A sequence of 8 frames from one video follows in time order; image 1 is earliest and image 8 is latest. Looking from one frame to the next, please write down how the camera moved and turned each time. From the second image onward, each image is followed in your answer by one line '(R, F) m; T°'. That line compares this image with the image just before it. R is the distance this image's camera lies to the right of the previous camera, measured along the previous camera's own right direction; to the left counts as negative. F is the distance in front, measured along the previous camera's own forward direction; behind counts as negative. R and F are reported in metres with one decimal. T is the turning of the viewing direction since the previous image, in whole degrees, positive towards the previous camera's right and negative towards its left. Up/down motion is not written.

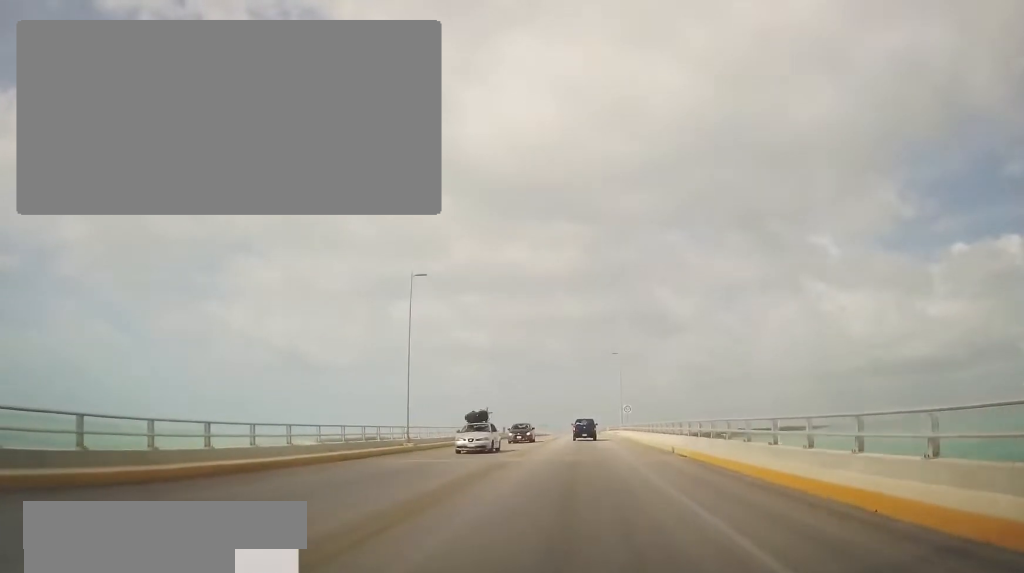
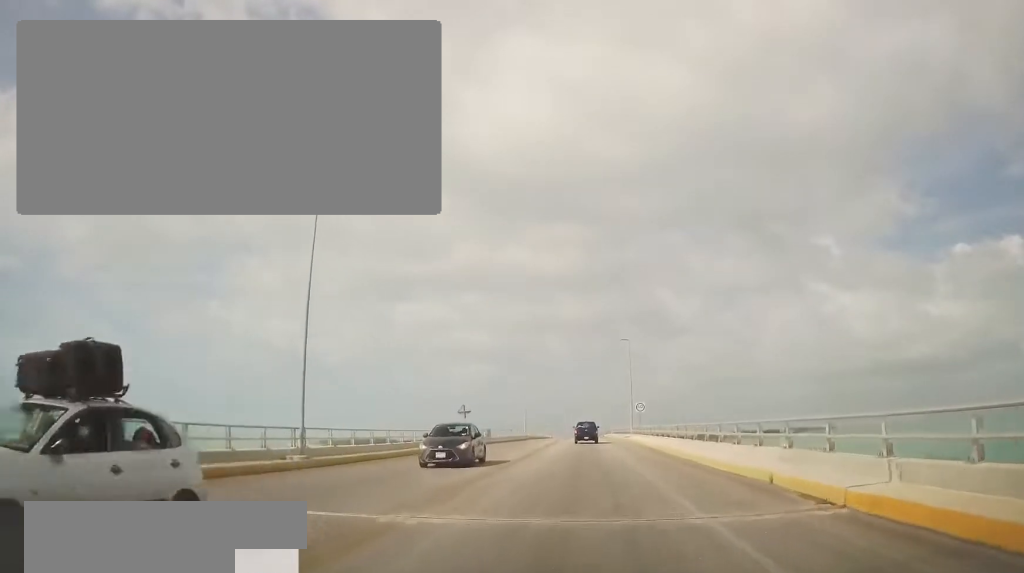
(+0.1, +13.3) m; 0°
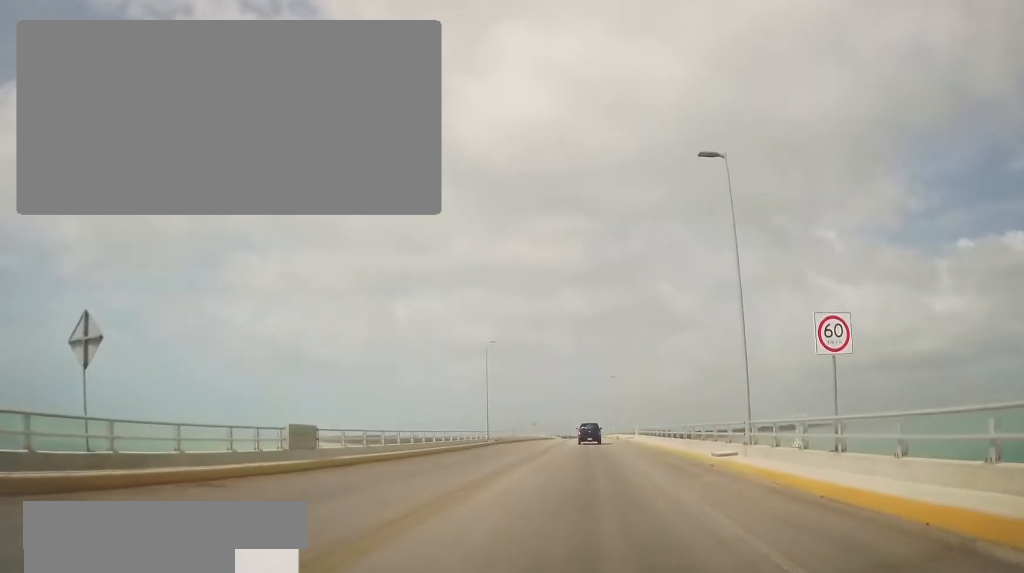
(0.0, +41.8) m; 0°
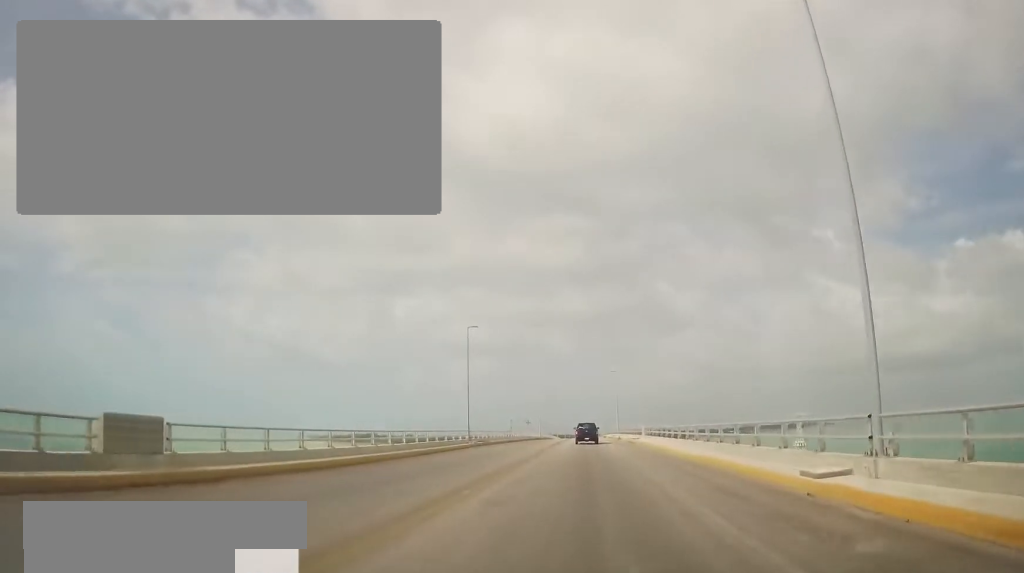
(-0.1, +8.5) m; -1°
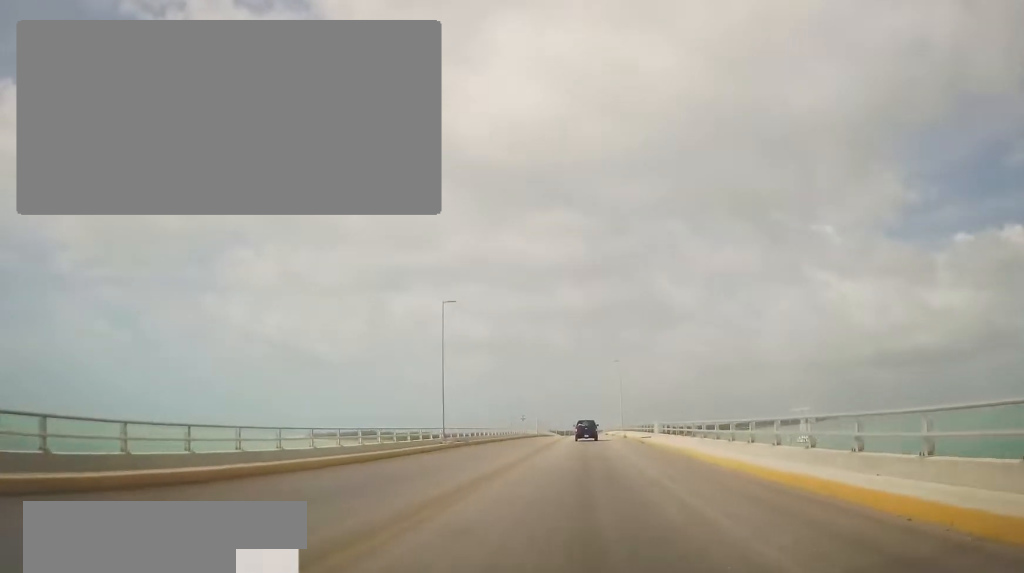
(-0.1, +9.1) m; -1°
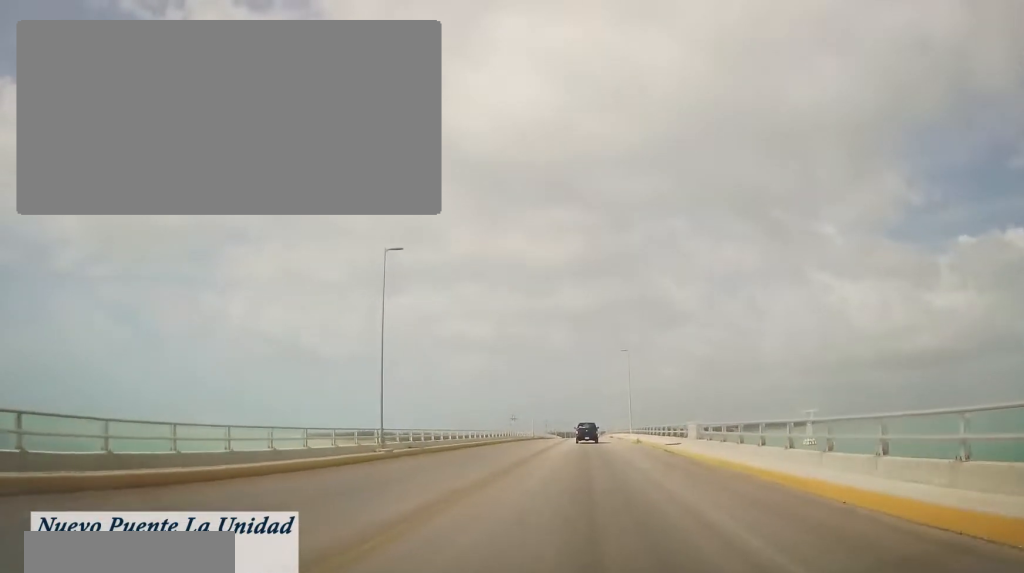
(-0.1, +13.0) m; 0°
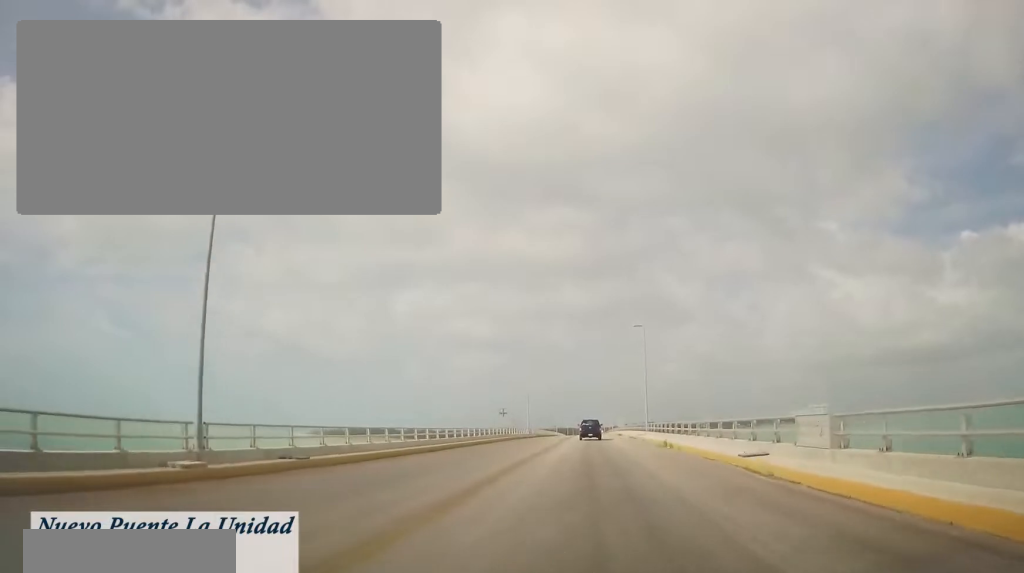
(0.0, +14.4) m; +1°
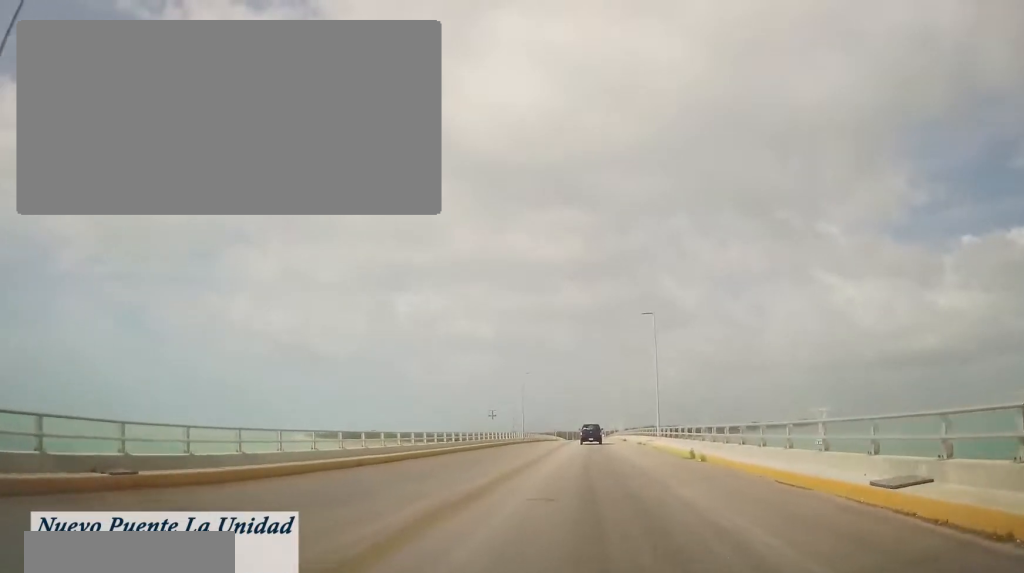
(+0.1, +8.1) m; +1°
